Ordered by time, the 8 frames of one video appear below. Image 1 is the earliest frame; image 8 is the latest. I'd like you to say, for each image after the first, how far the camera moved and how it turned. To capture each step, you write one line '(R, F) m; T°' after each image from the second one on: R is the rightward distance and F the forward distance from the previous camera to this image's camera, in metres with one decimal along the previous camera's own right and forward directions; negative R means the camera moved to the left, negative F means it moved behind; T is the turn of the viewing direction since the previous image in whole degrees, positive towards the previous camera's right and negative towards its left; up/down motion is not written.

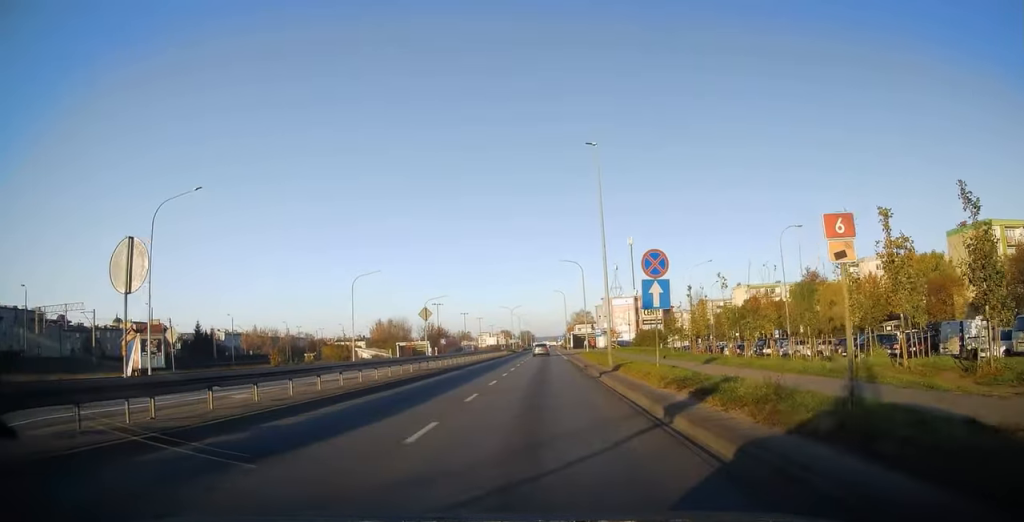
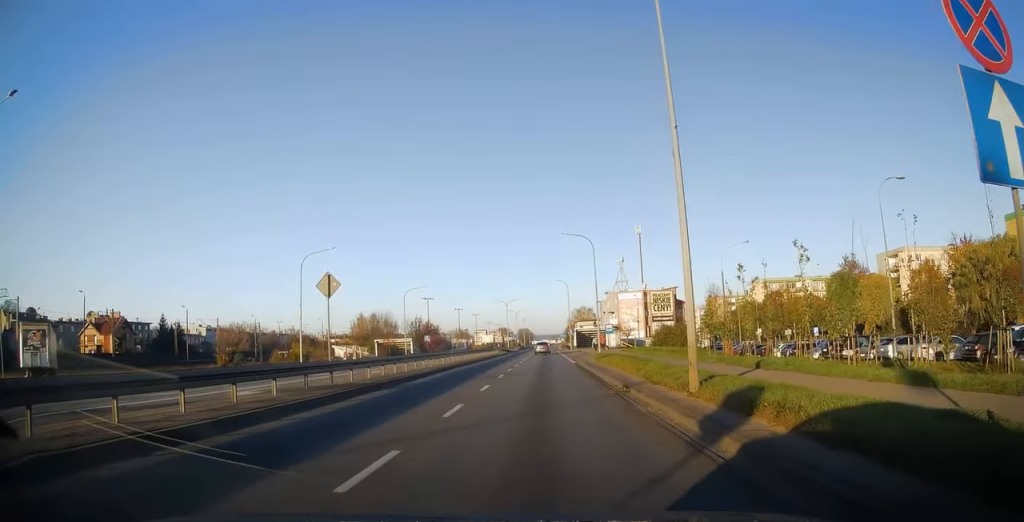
(0.0, +15.2) m; 0°
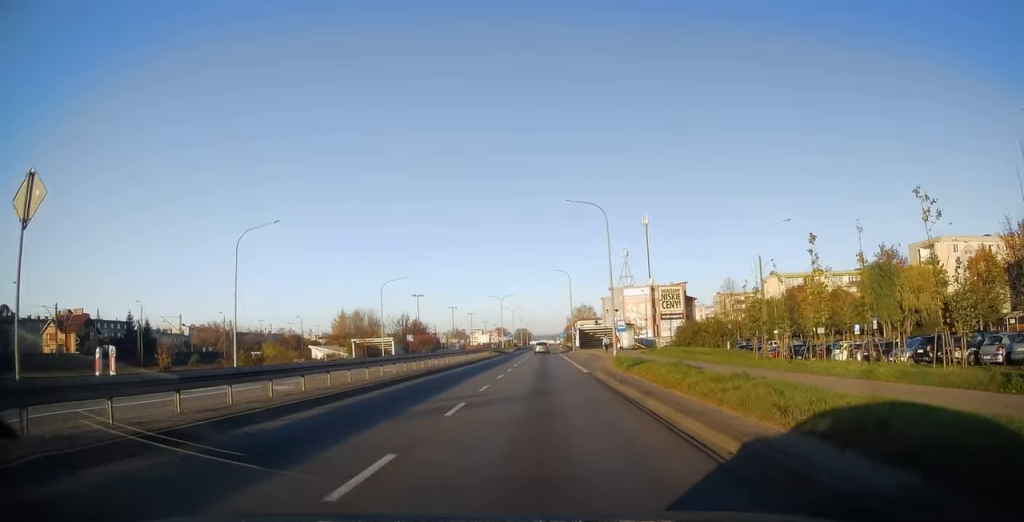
(0.0, +12.2) m; 0°
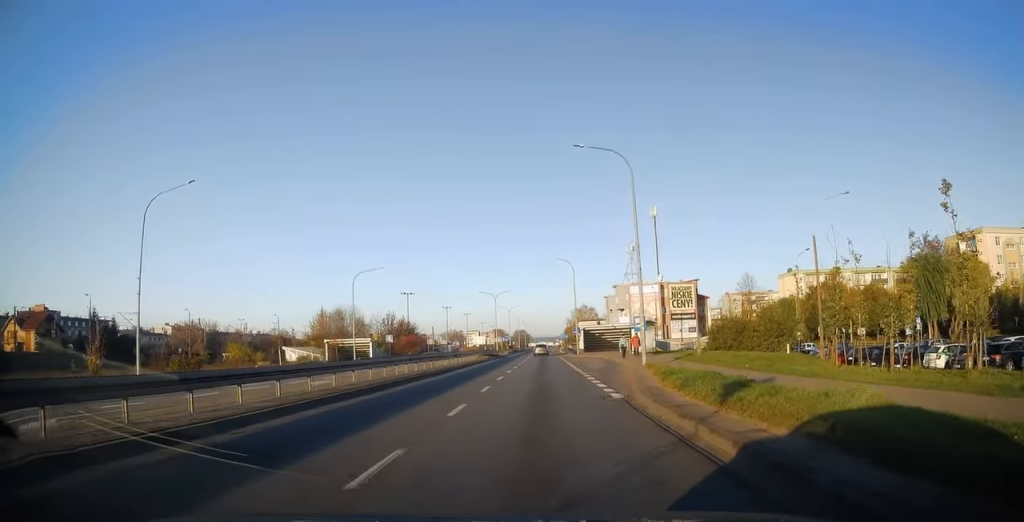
(0.0, +11.6) m; 0°
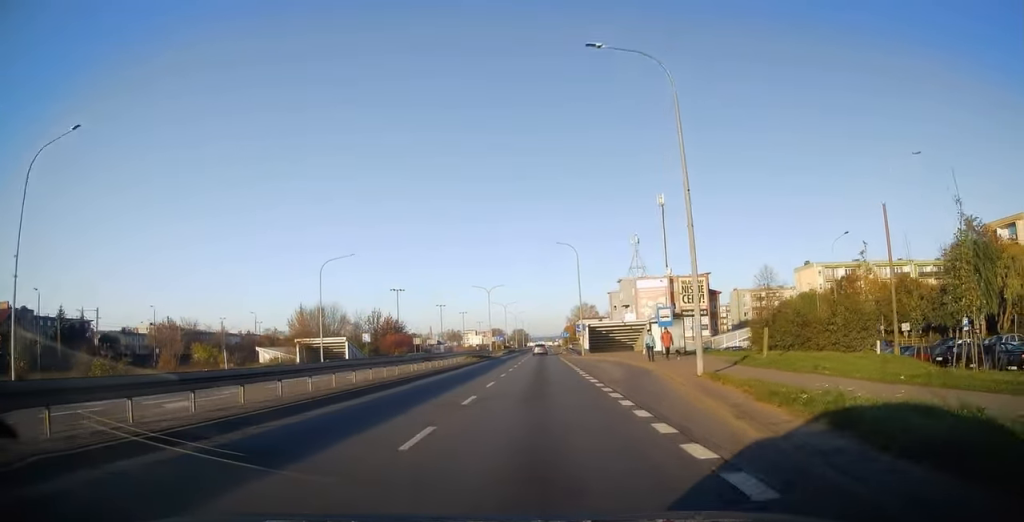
(0.0, +10.0) m; 0°
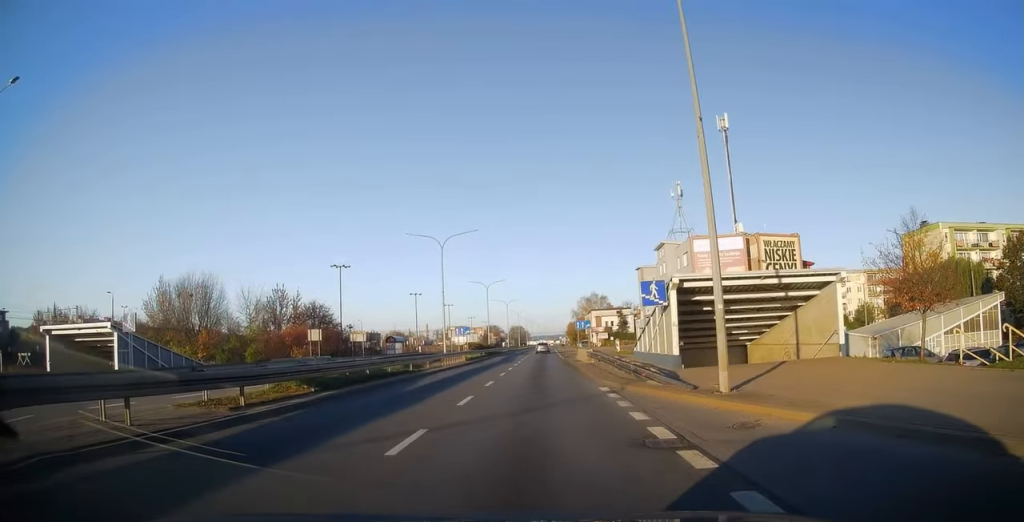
(0.0, +42.5) m; 0°
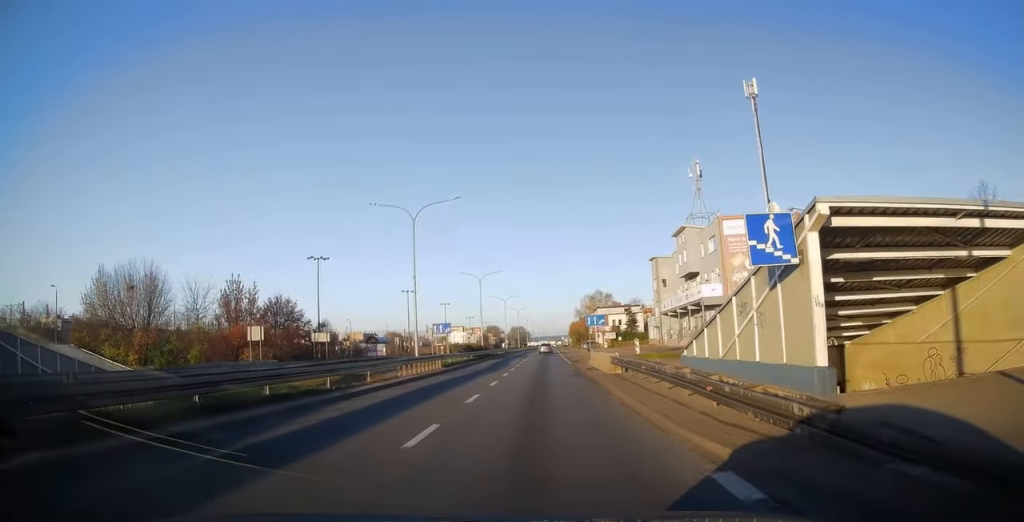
(0.0, +11.3) m; 0°
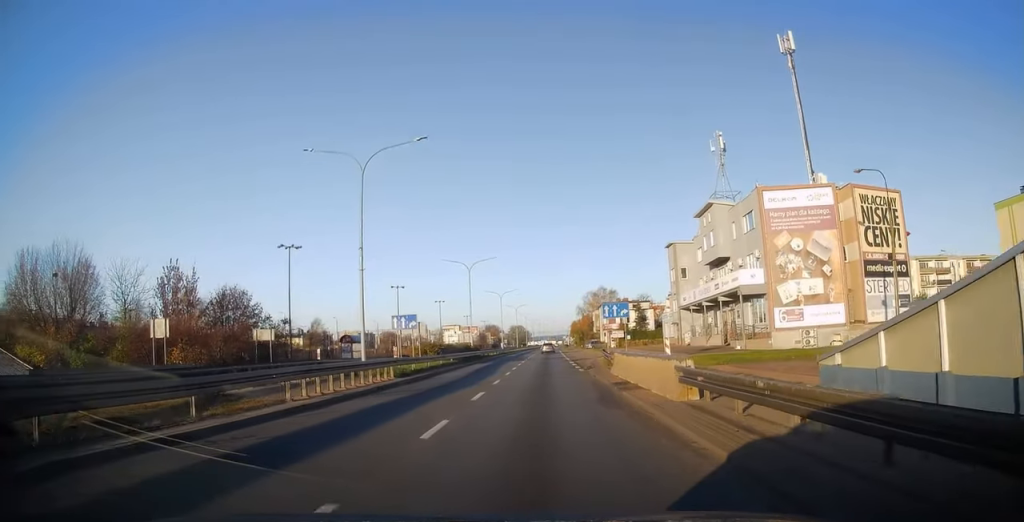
(0.0, +11.3) m; 0°
